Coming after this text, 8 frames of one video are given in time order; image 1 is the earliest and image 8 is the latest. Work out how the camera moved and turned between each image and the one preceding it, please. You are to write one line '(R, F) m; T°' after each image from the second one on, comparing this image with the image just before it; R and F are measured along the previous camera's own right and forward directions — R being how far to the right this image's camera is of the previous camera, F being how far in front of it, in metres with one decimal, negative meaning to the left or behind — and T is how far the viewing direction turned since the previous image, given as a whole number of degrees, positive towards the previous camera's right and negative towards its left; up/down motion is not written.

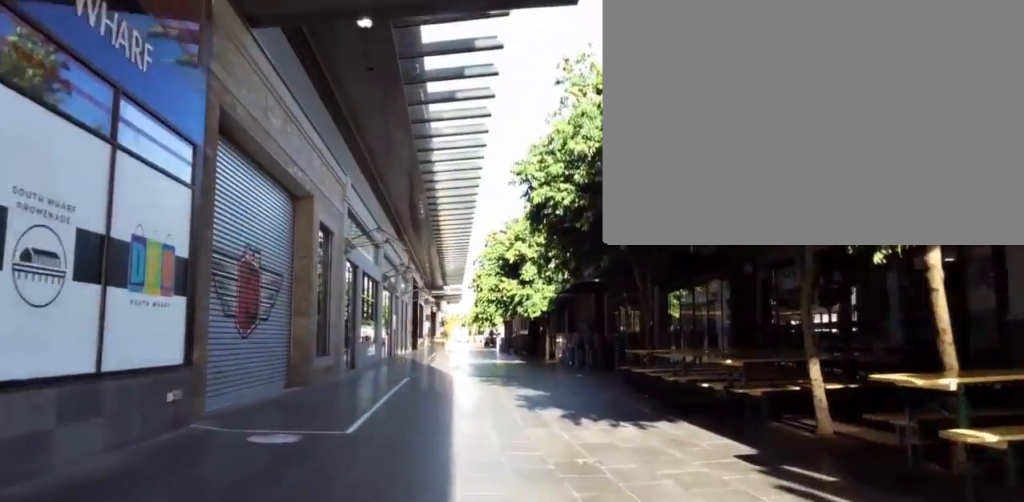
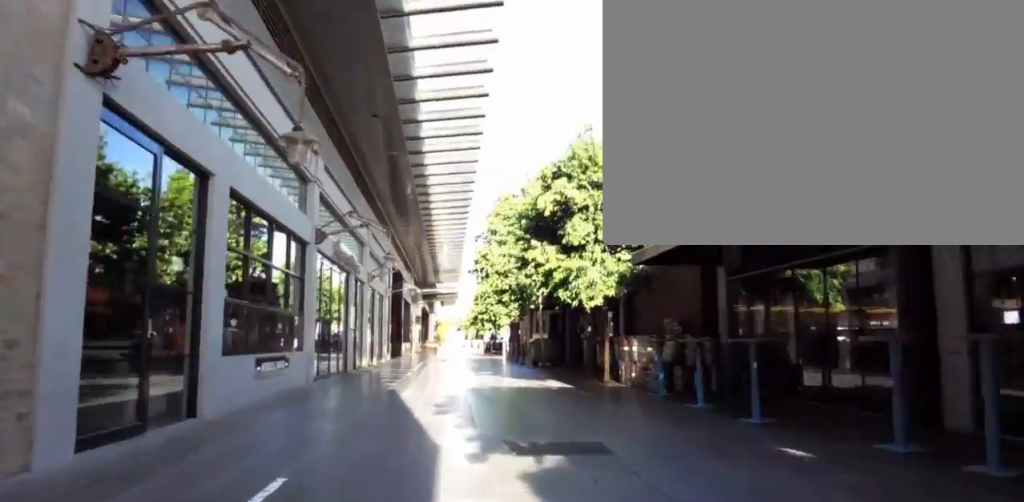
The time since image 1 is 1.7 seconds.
(0.0, +11.2) m; 0°
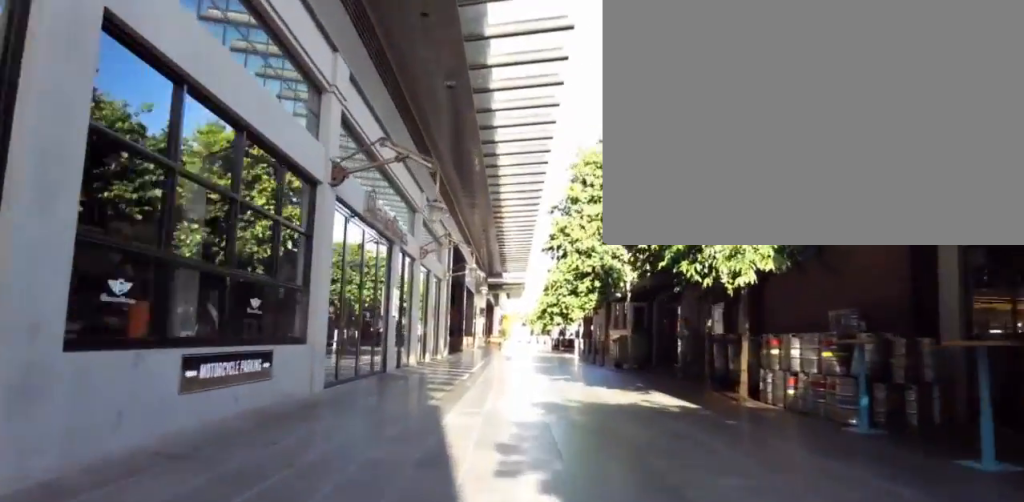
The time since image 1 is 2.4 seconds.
(0.0, +5.1) m; 0°
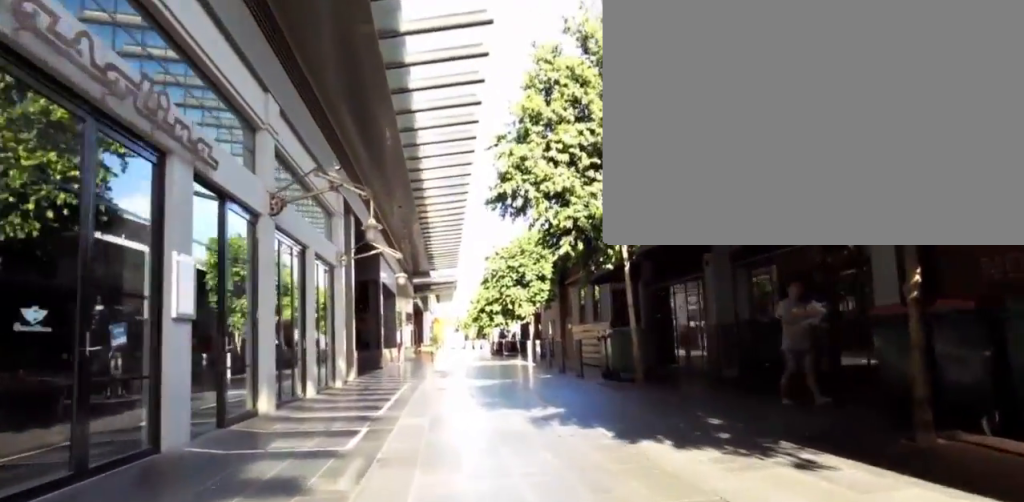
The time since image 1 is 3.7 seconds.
(0.0, +7.7) m; 0°
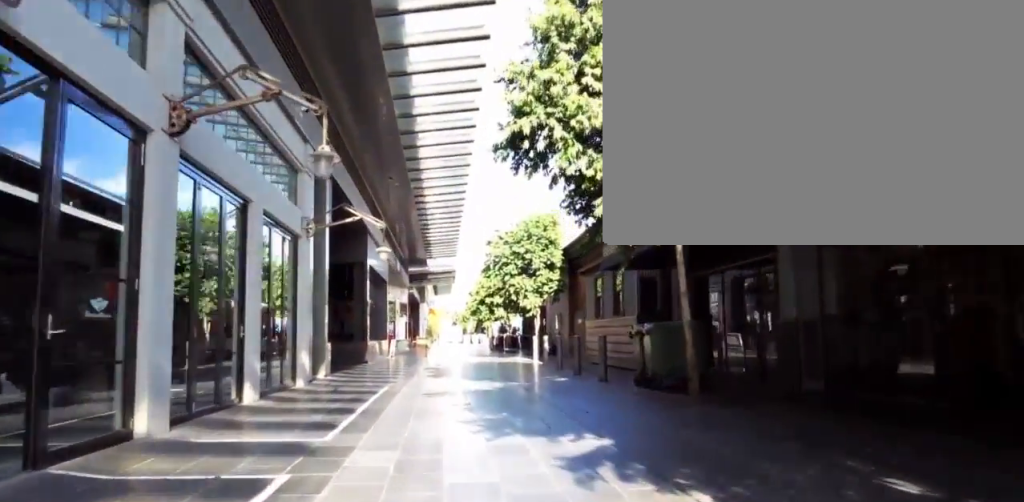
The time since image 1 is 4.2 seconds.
(0.0, +3.0) m; +5°
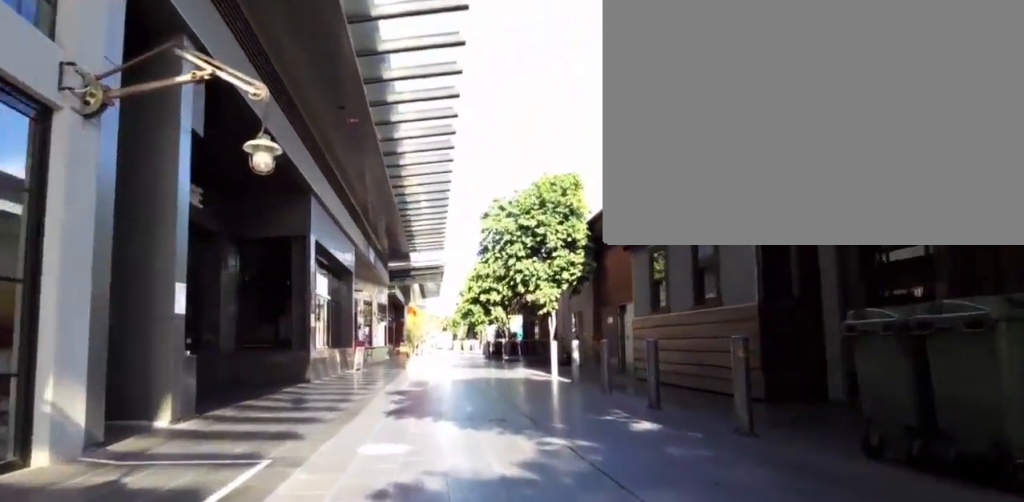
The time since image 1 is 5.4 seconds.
(+1.0, +6.5) m; +9°
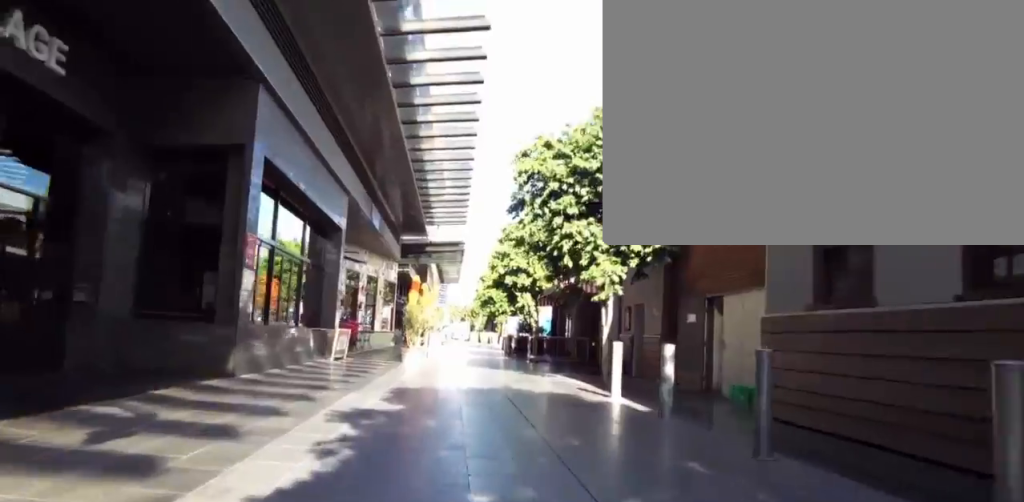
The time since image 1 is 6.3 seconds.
(-0.1, +6.1) m; -4°
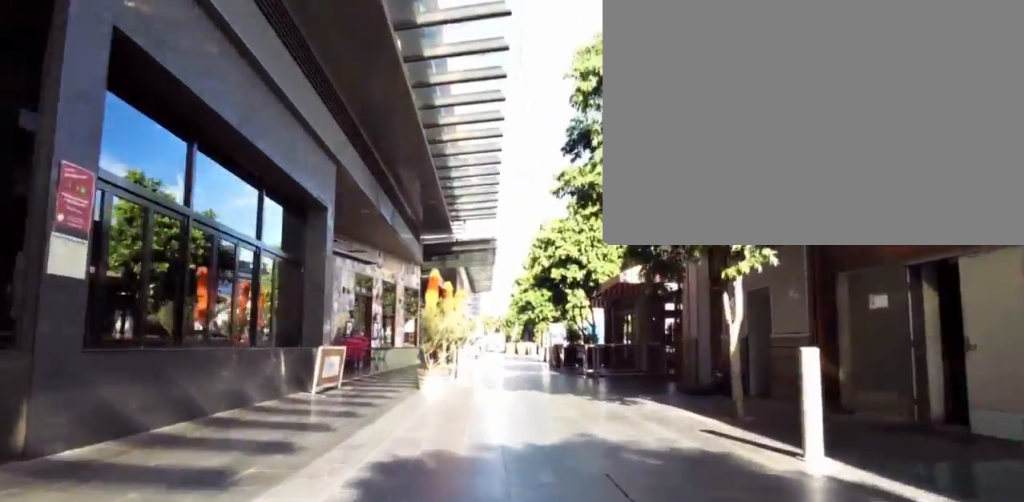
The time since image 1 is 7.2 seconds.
(-0.5, +5.7) m; -1°
